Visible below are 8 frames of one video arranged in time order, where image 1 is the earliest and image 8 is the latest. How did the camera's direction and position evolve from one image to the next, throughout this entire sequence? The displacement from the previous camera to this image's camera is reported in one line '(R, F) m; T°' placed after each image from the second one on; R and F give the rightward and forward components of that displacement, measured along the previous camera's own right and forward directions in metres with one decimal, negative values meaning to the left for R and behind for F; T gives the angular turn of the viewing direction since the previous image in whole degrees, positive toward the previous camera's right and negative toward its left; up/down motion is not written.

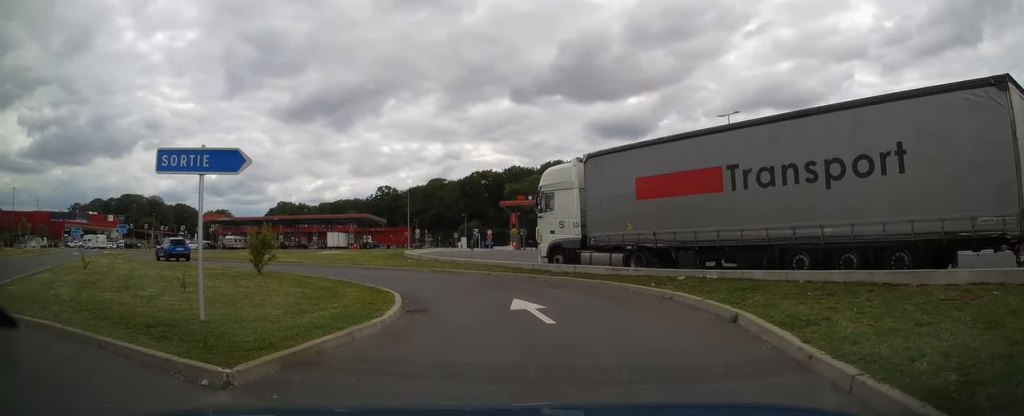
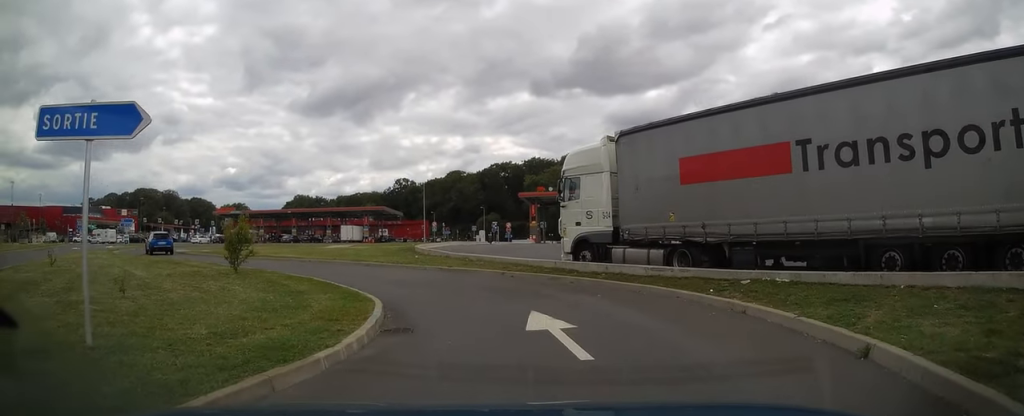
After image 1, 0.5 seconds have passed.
(0.0, +3.1) m; -2°
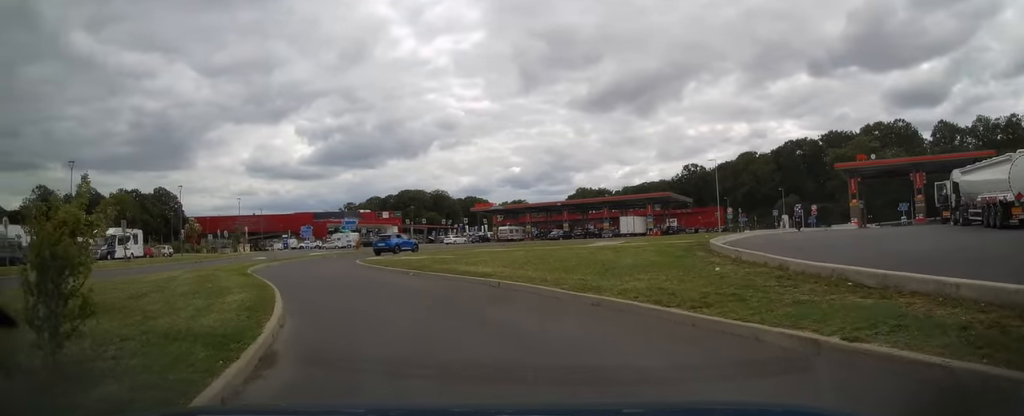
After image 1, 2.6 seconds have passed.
(-2.6, +14.6) m; -26°
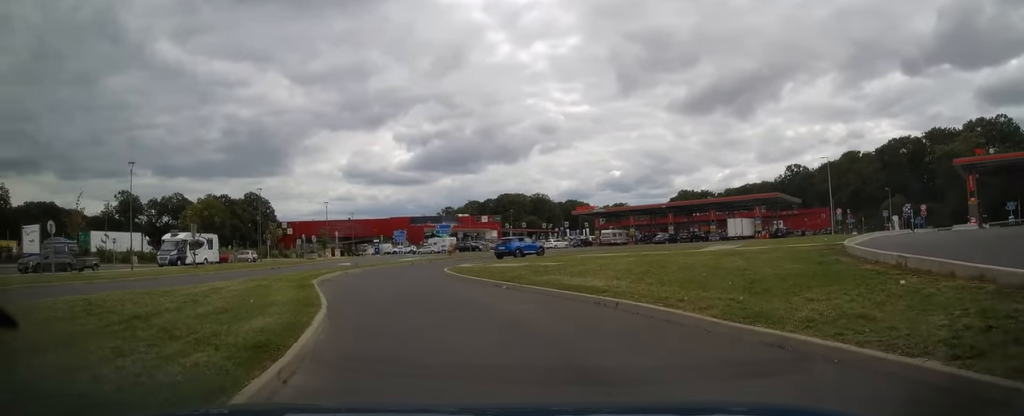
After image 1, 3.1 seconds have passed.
(-0.5, +3.6) m; -7°
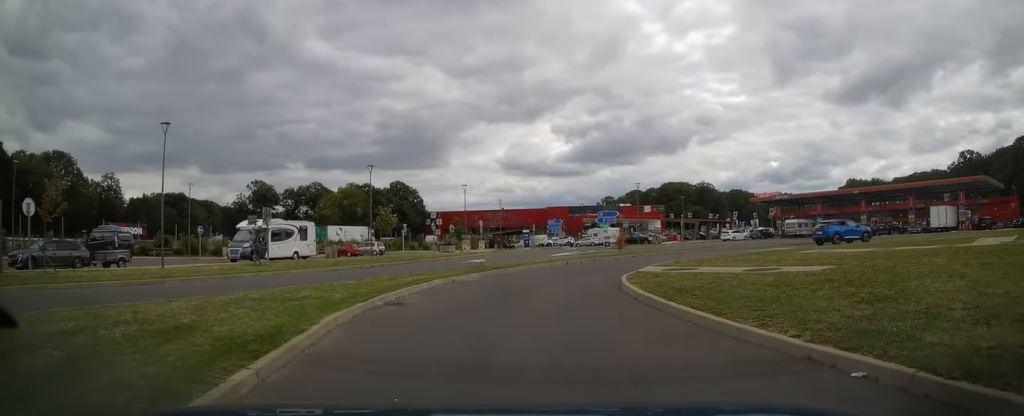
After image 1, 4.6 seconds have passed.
(-2.2, +11.9) m; -17°
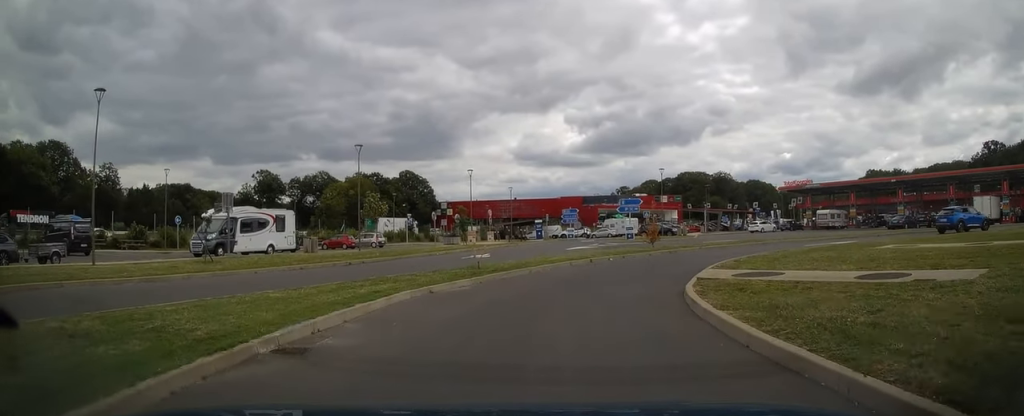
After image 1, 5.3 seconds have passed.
(-0.2, +6.0) m; -1°
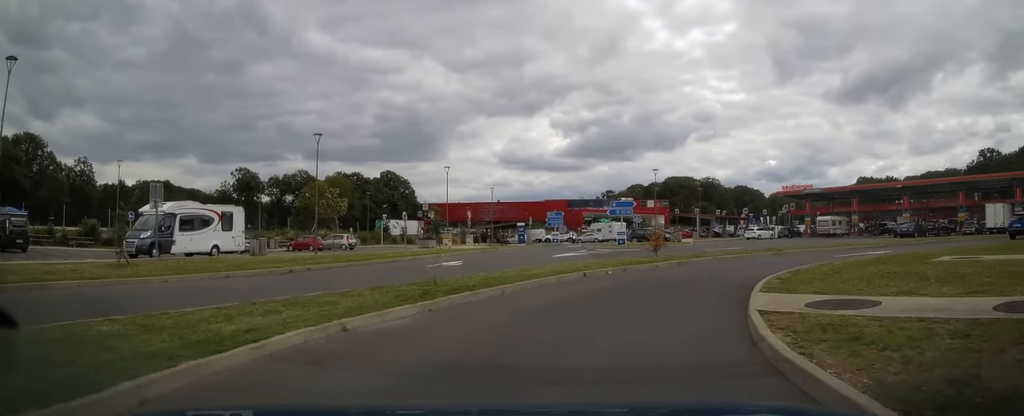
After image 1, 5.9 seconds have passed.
(0.0, +4.7) m; +2°
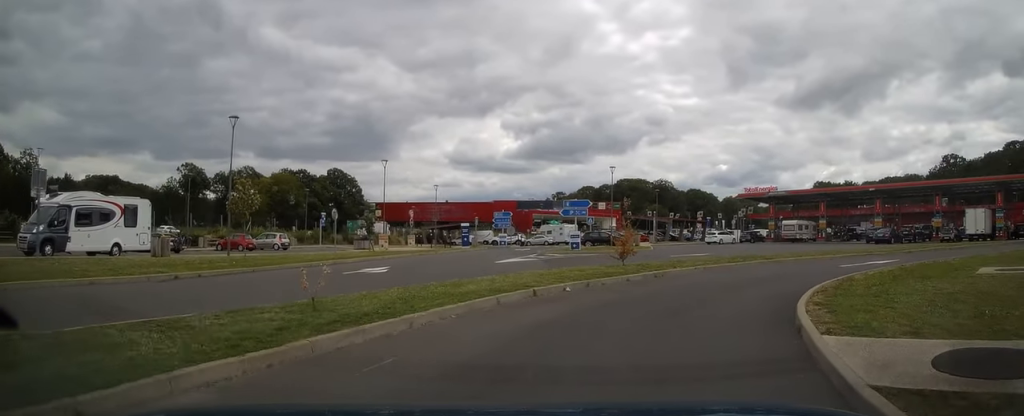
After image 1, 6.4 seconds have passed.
(-0.1, +4.4) m; +4°
